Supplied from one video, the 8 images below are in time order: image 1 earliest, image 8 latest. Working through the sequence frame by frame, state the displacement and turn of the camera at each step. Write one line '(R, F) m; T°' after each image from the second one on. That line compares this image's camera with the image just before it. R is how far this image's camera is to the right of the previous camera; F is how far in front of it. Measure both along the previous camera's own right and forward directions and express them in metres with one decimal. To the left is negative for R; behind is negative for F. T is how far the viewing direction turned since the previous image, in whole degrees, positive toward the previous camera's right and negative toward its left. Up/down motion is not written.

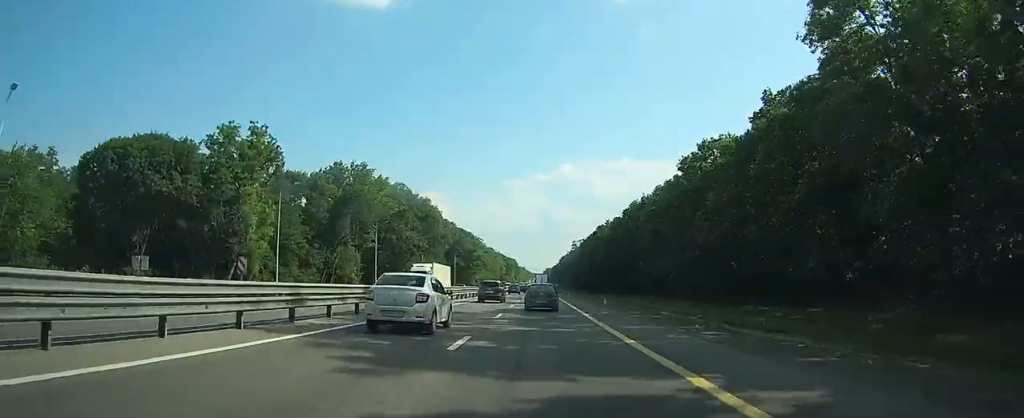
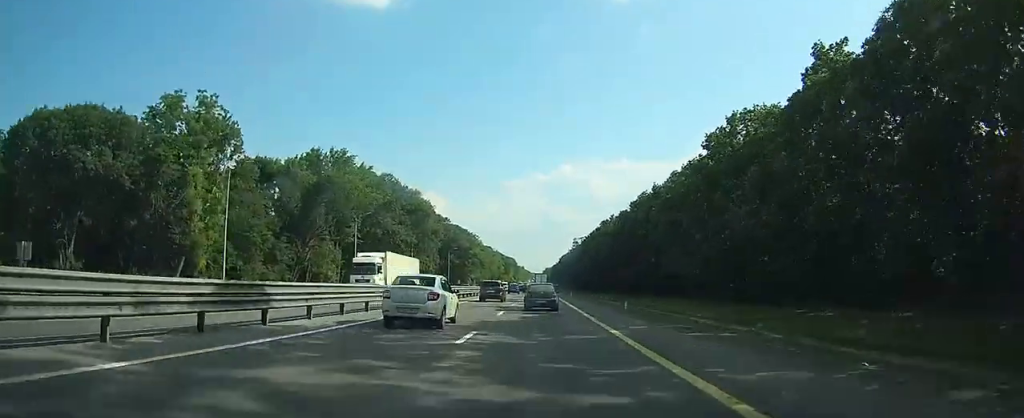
(0.0, +10.5) m; 0°
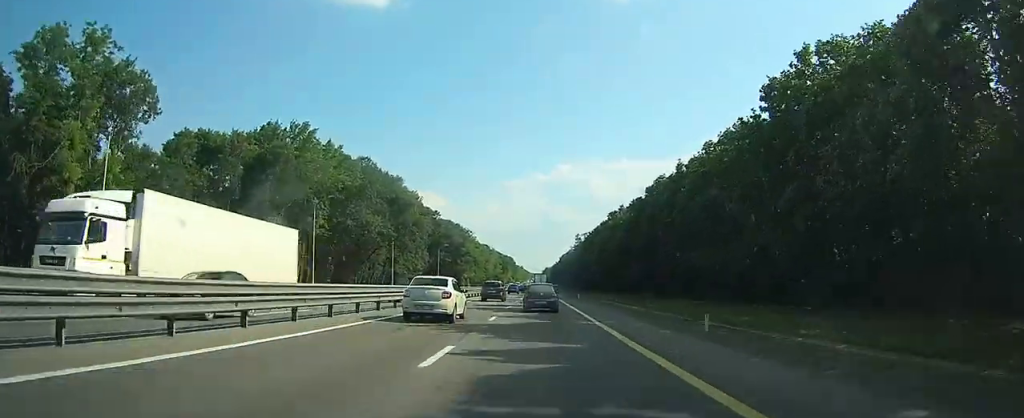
(0.0, +15.8) m; 0°
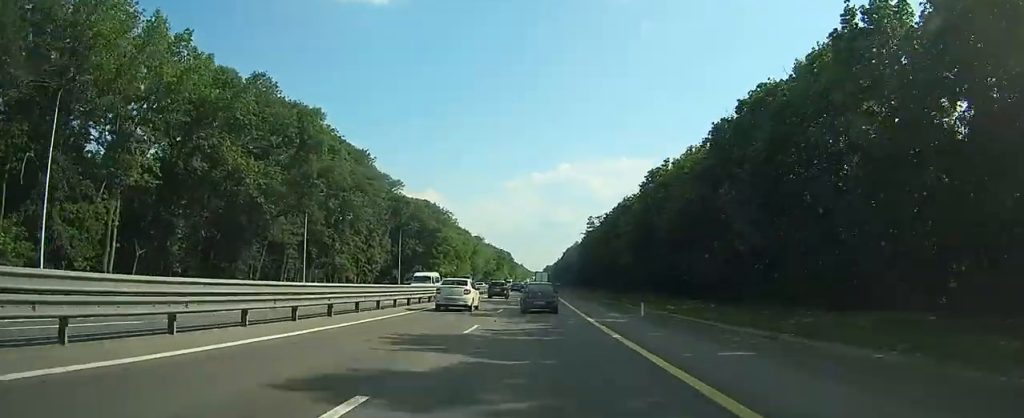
(0.0, +41.7) m; 0°
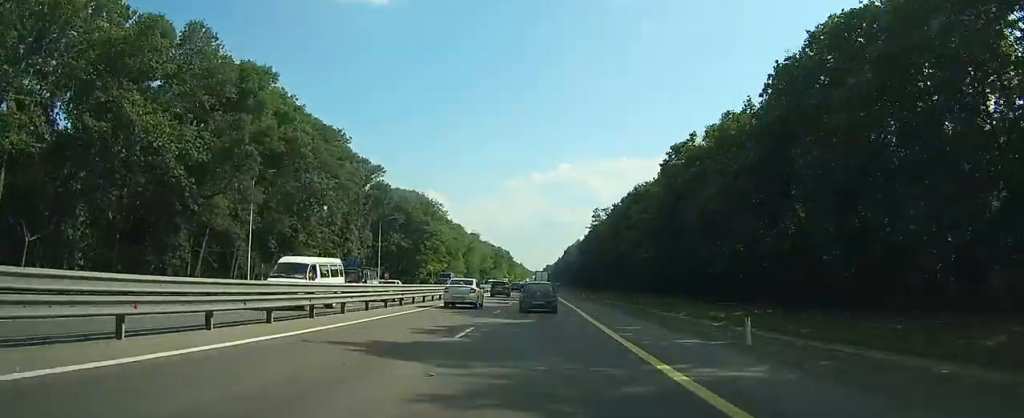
(0.0, +13.7) m; 0°
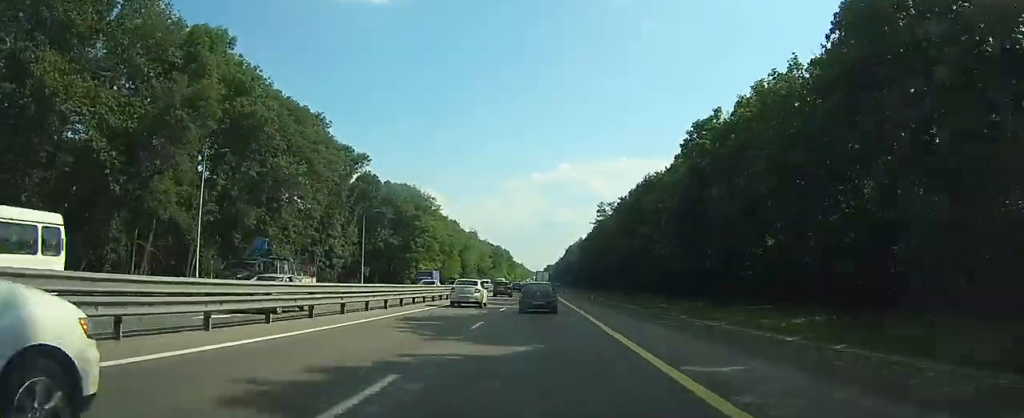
(0.0, +9.2) m; 0°
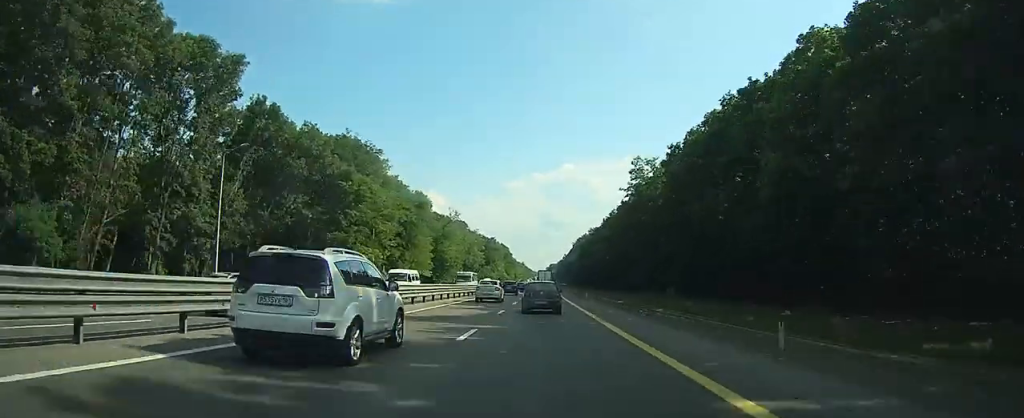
(+0.1, +40.8) m; 0°
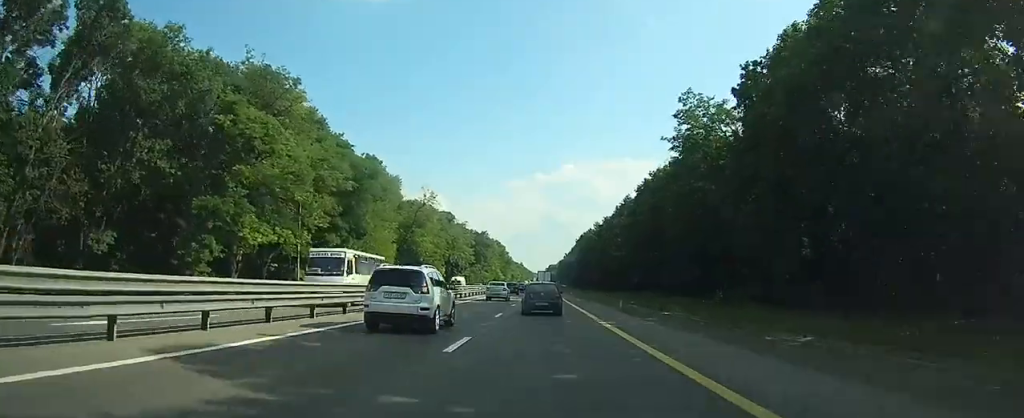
(0.0, +27.1) m; 0°
